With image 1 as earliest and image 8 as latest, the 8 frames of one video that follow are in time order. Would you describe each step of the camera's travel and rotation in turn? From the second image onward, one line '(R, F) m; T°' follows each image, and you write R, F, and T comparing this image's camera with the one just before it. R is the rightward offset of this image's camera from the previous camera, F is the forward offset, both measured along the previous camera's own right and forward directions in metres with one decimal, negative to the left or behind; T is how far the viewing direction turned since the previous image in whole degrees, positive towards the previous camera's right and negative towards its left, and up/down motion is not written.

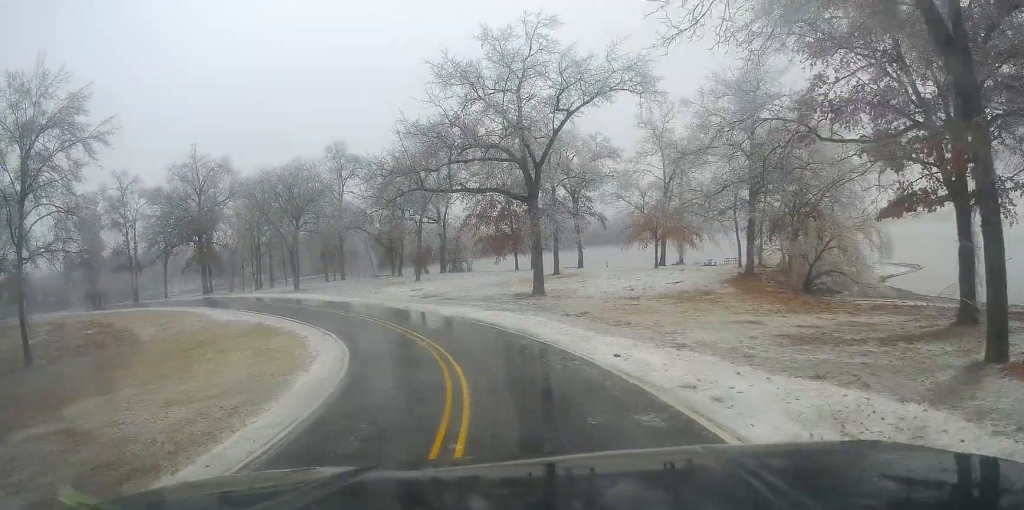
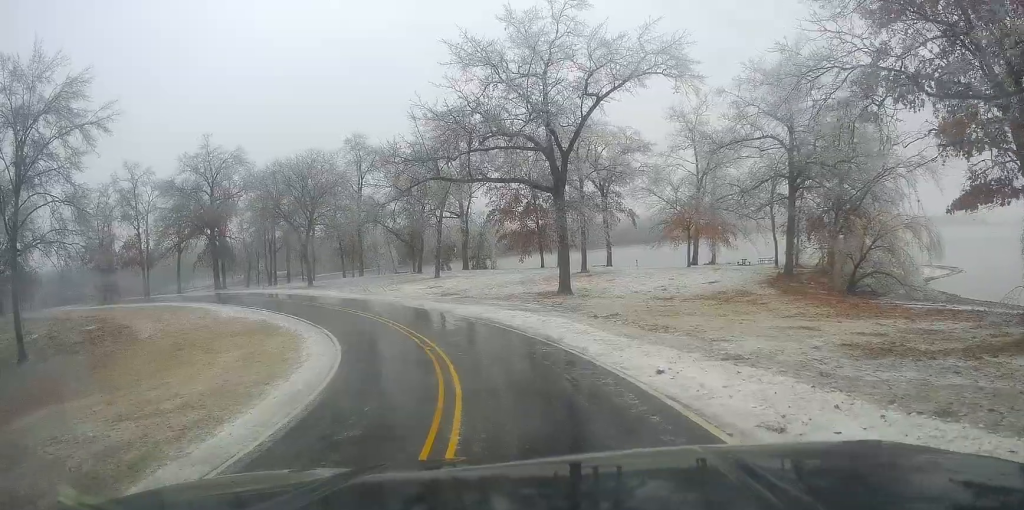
(+0.2, +3.6) m; +1°
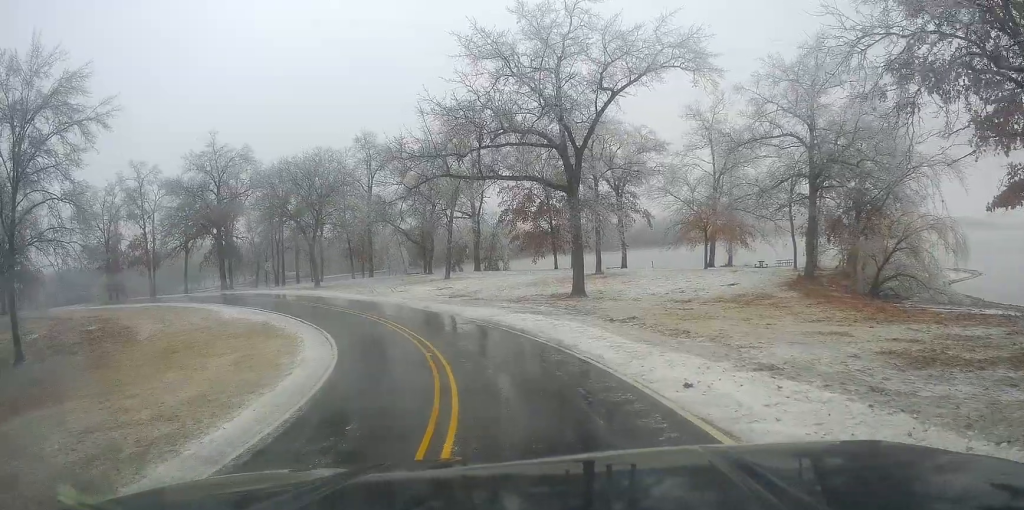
(+0.2, +1.7) m; 0°
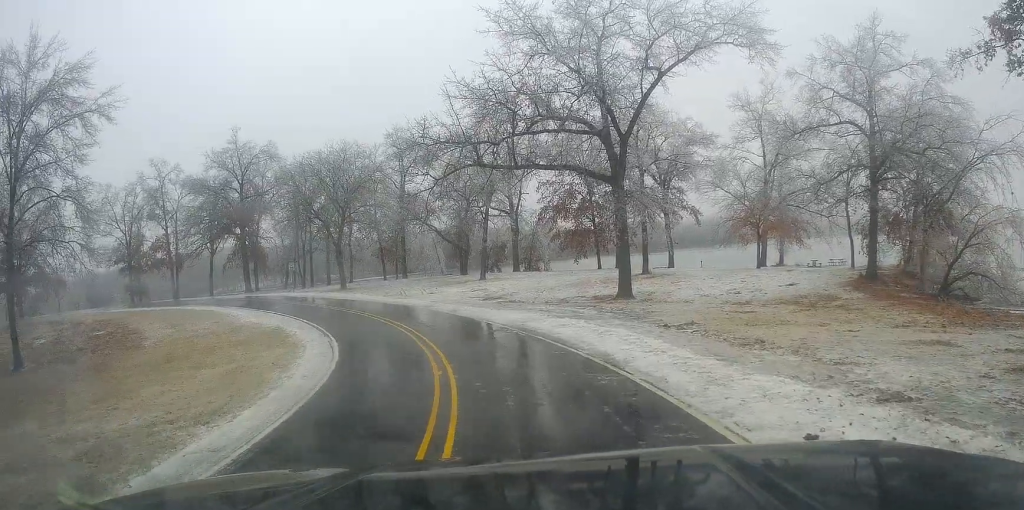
(-0.4, +3.9) m; -8°
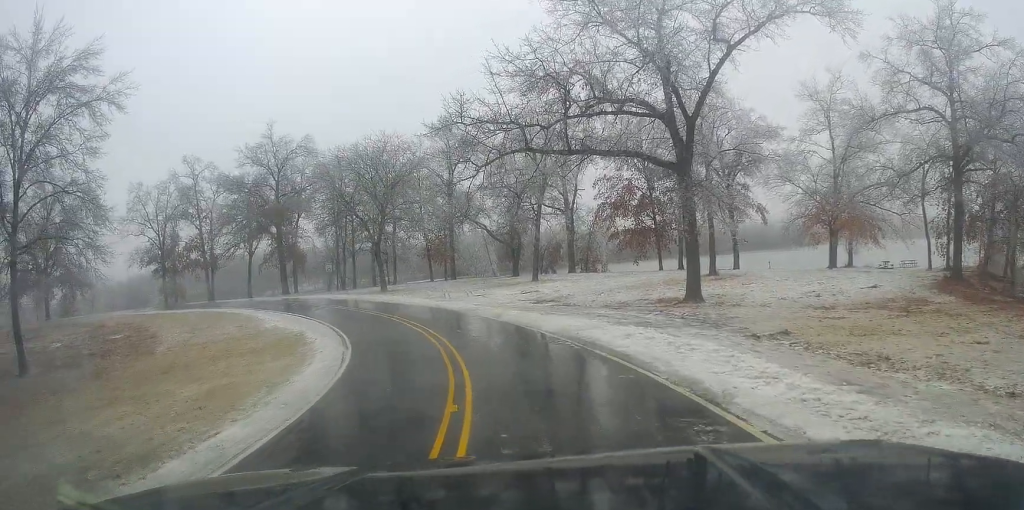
(-0.1, +4.4) m; +2°
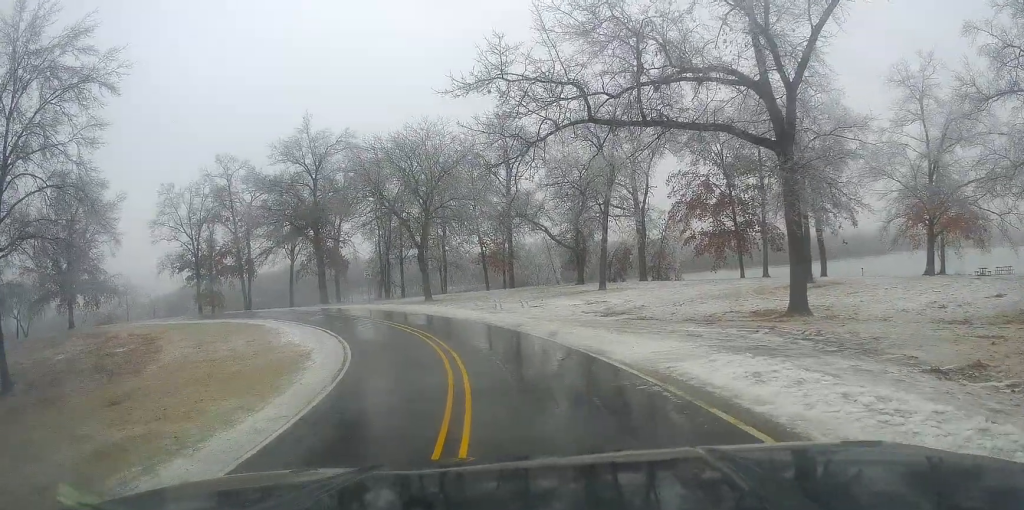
(-0.4, +6.7) m; -16°
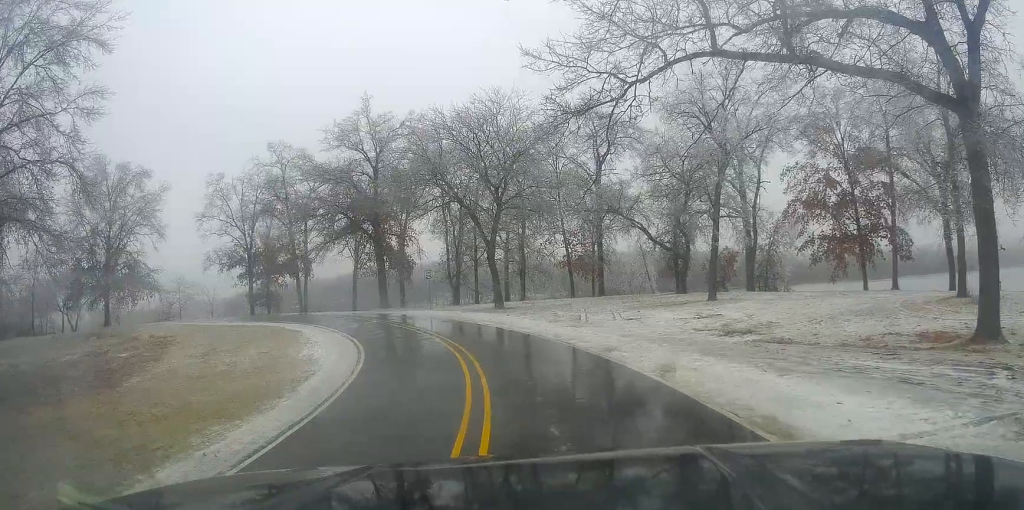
(-0.5, +8.3) m; -3°
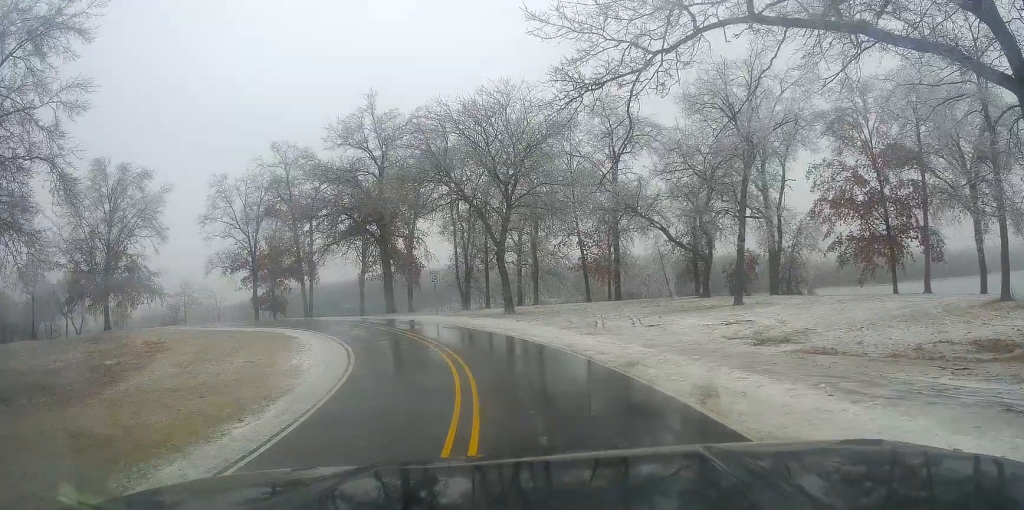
(+0.2, +2.7) m; -5°
